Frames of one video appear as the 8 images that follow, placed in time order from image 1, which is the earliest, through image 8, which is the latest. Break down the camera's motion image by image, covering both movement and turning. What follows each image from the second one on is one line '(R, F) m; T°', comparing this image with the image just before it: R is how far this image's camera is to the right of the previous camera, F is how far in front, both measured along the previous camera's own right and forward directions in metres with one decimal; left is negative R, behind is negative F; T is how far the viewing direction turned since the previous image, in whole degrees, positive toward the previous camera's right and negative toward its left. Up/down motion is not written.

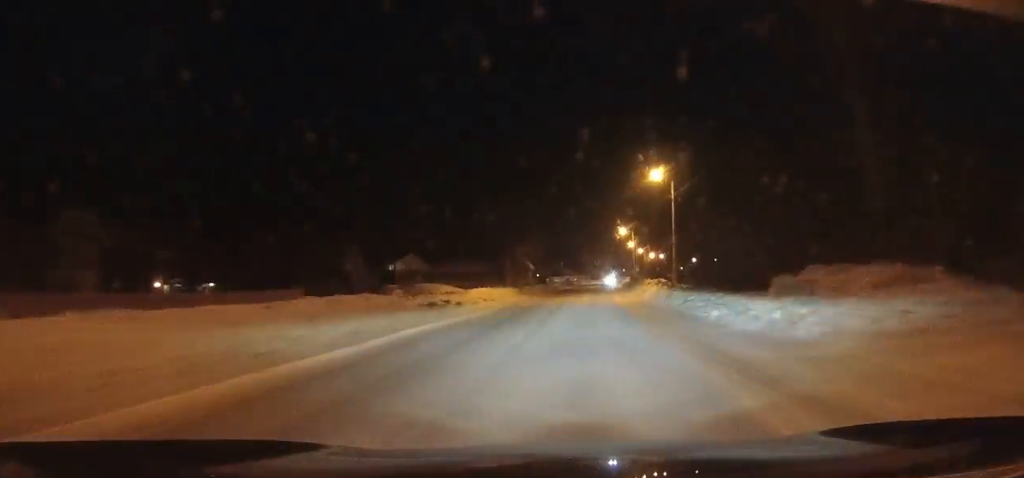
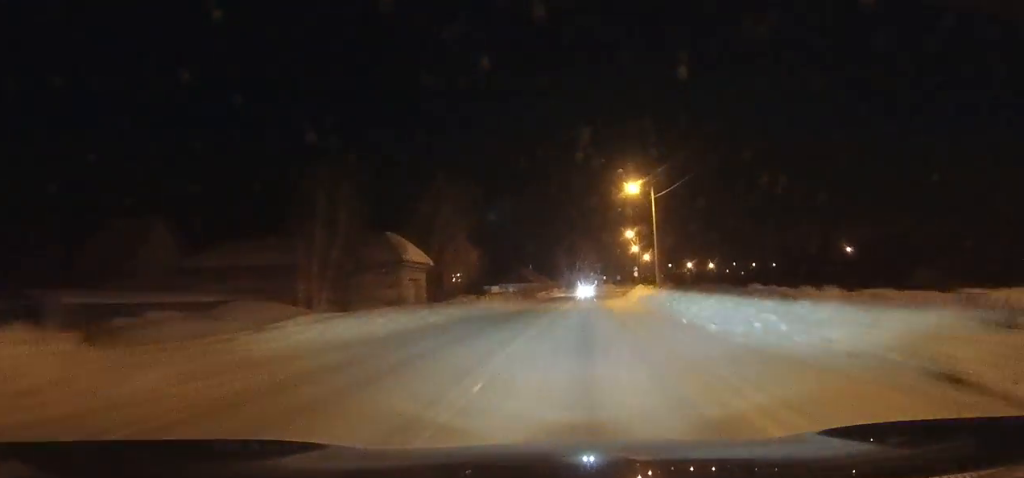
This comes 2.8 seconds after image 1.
(+0.7, +44.0) m; +2°
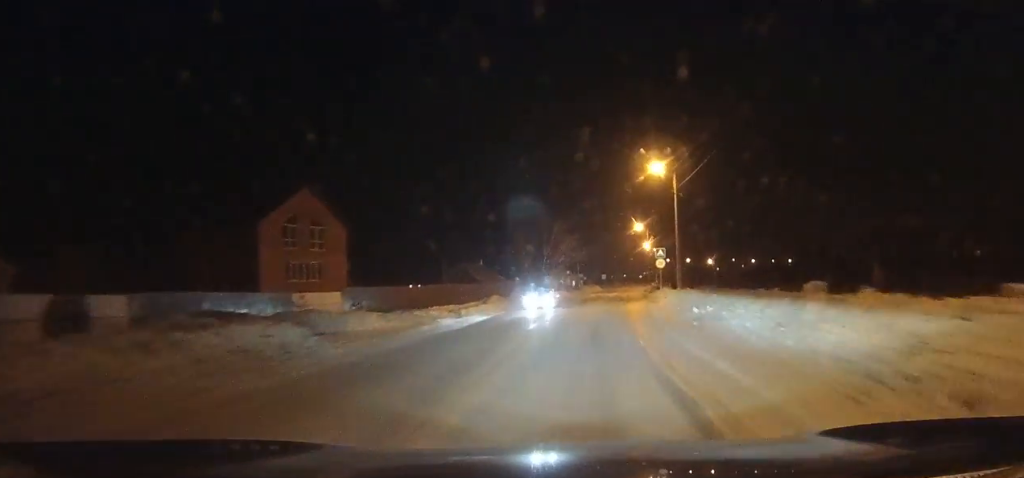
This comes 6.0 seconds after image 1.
(+0.6, +42.9) m; +1°
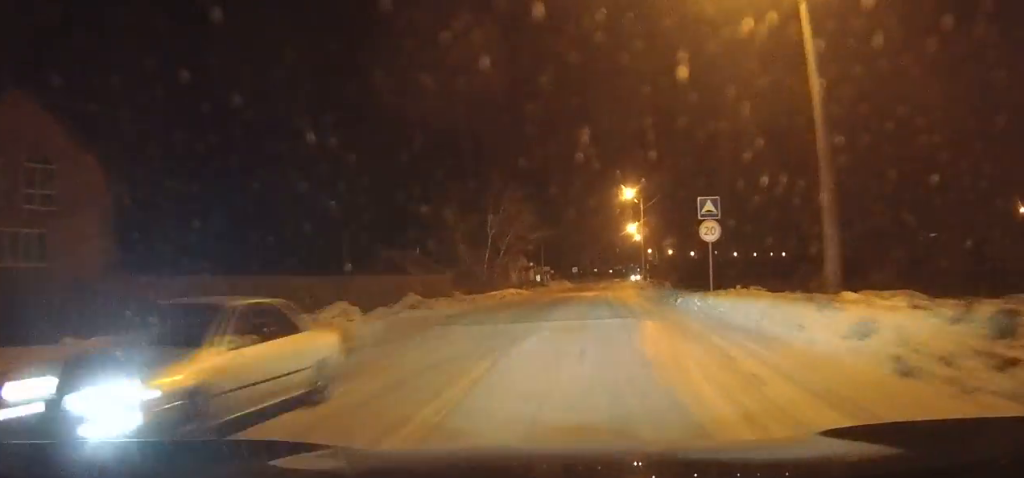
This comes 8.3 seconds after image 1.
(0.0, +25.1) m; +1°
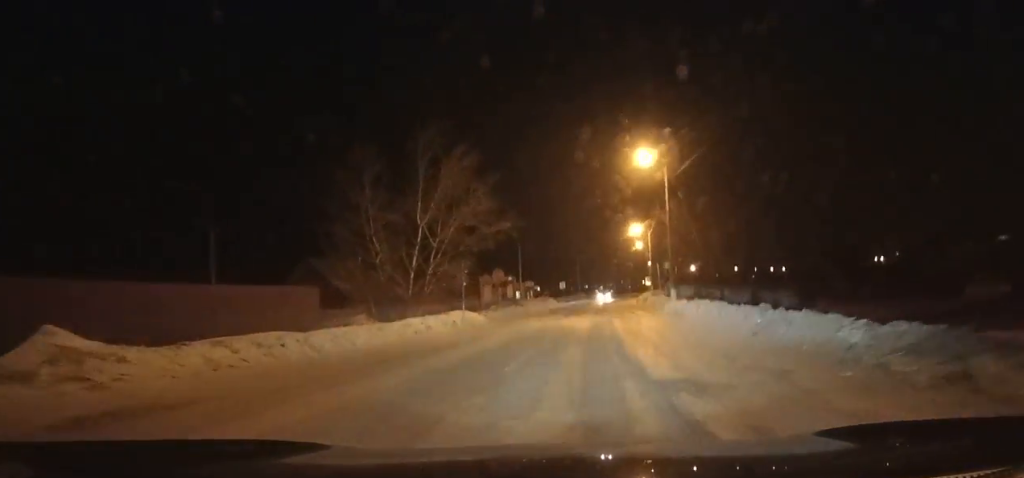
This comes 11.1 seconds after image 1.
(+0.3, +25.4) m; +4°
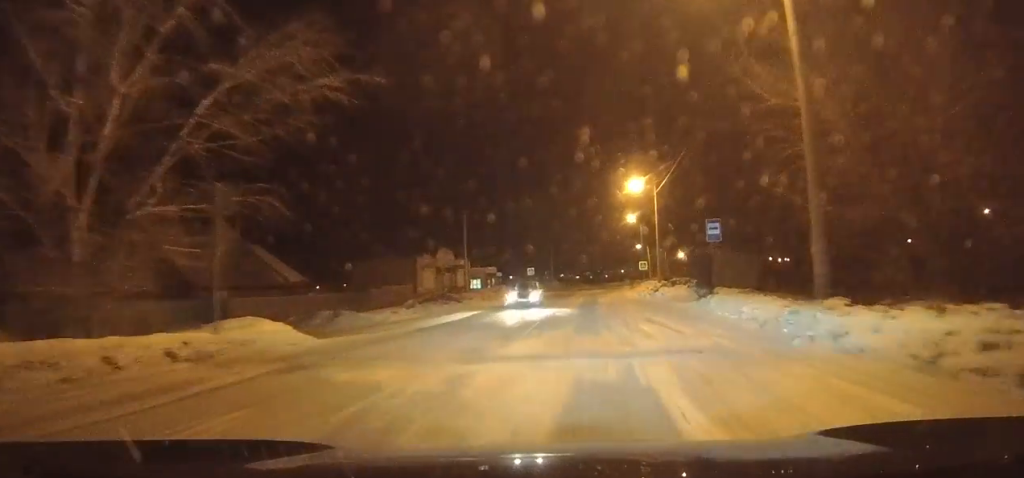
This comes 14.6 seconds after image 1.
(+2.1, +27.4) m; +7°
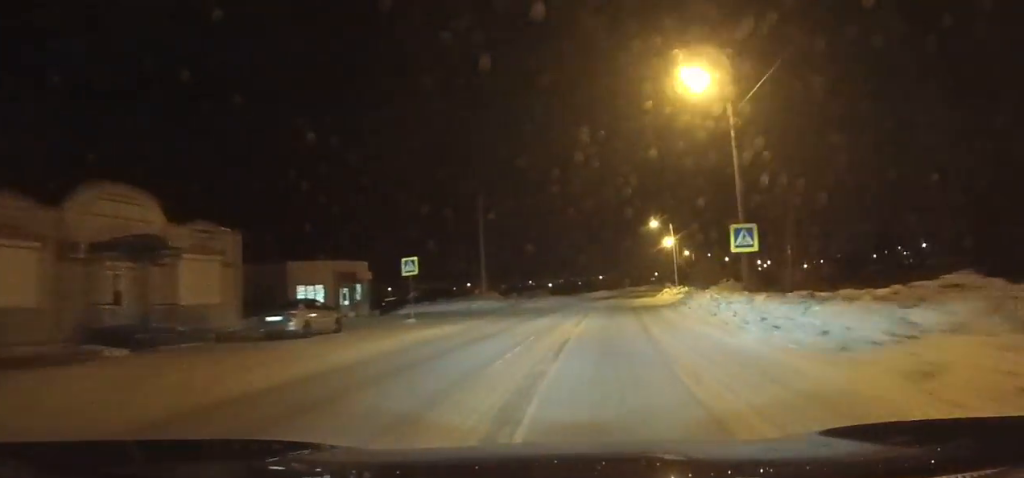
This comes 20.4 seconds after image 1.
(+2.2, +52.9) m; +4°
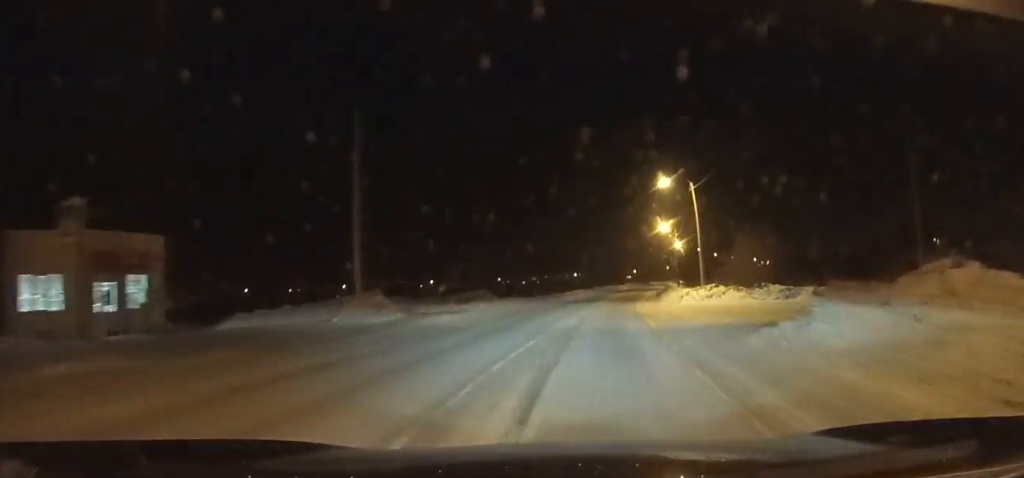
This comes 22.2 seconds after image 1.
(-0.2, +20.2) m; +2°
